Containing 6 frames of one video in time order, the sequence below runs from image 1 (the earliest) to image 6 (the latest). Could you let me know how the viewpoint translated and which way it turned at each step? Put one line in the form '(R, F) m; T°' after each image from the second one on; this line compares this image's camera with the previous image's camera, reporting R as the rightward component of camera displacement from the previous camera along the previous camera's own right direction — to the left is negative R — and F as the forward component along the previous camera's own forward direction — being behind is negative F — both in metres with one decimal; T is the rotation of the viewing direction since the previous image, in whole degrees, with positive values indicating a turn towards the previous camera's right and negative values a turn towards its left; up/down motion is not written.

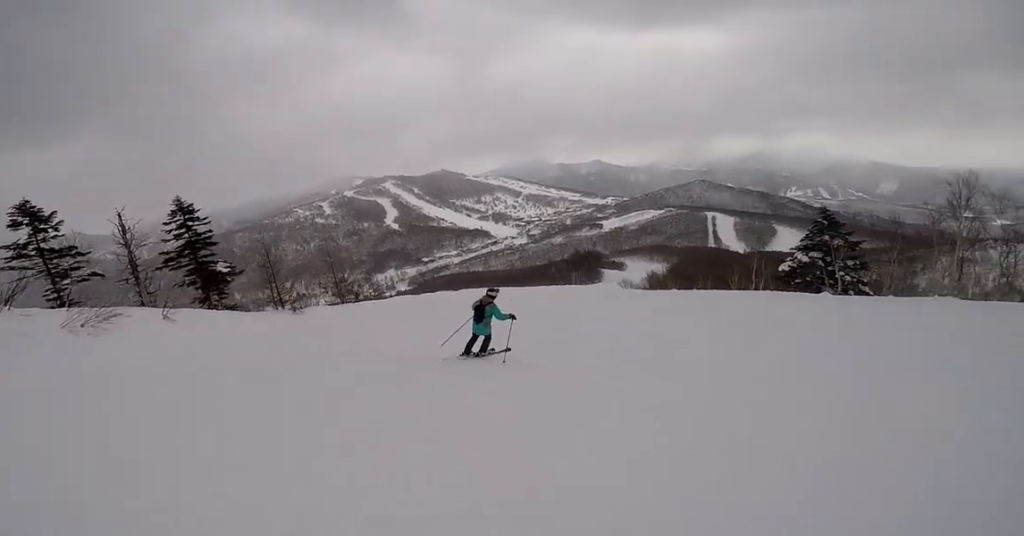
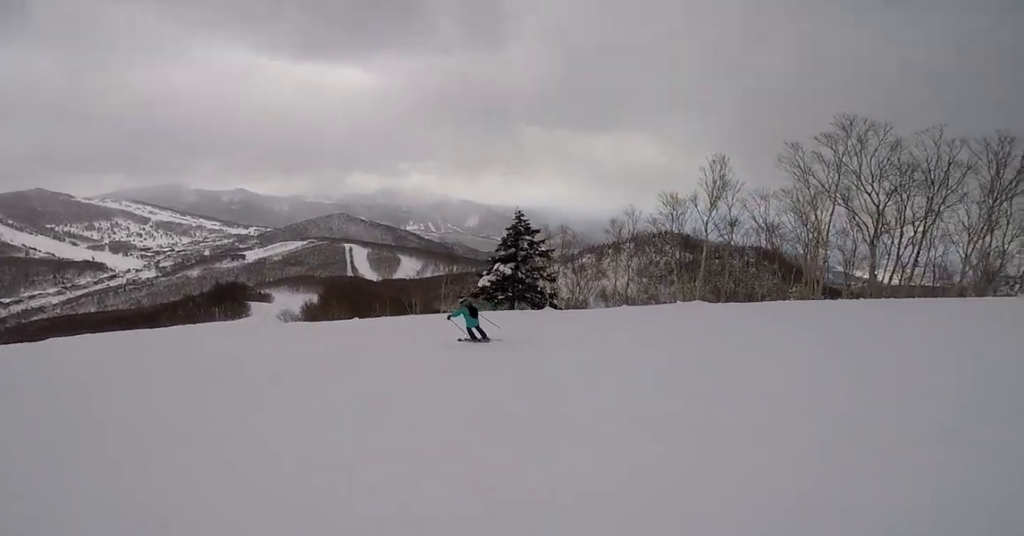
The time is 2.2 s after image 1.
(+7.6, +10.1) m; +47°
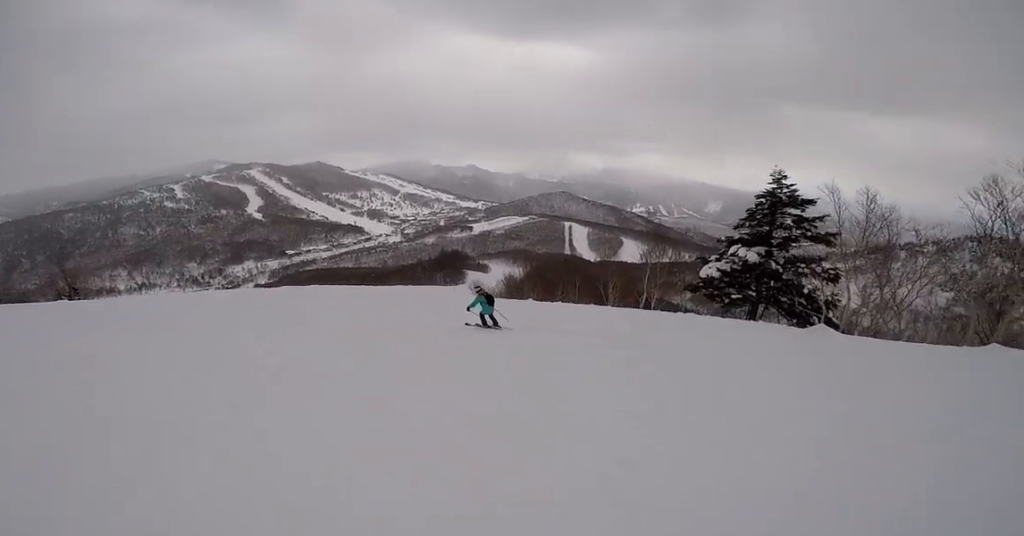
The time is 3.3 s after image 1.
(-0.5, +6.7) m; -26°
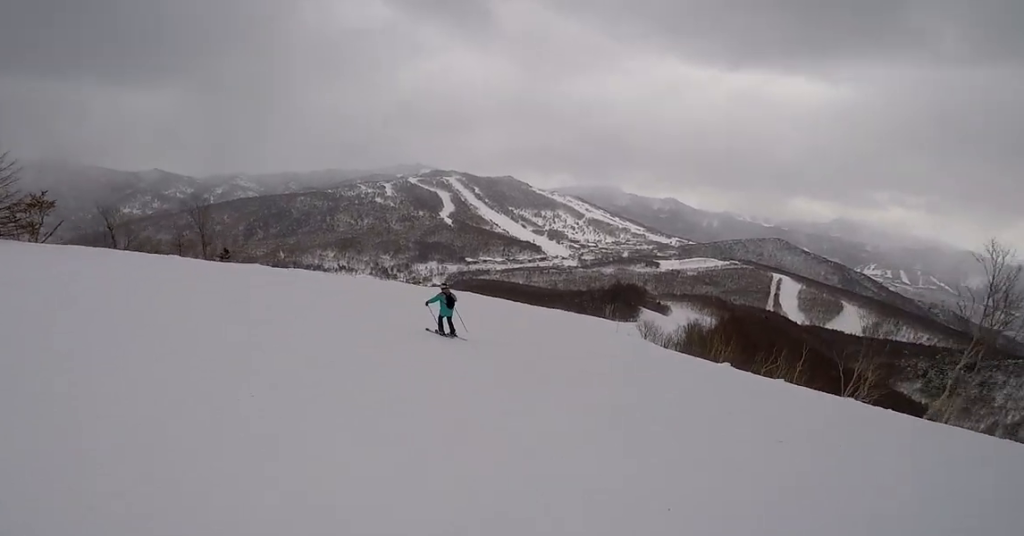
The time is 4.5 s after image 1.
(-2.6, +6.8) m; -32°
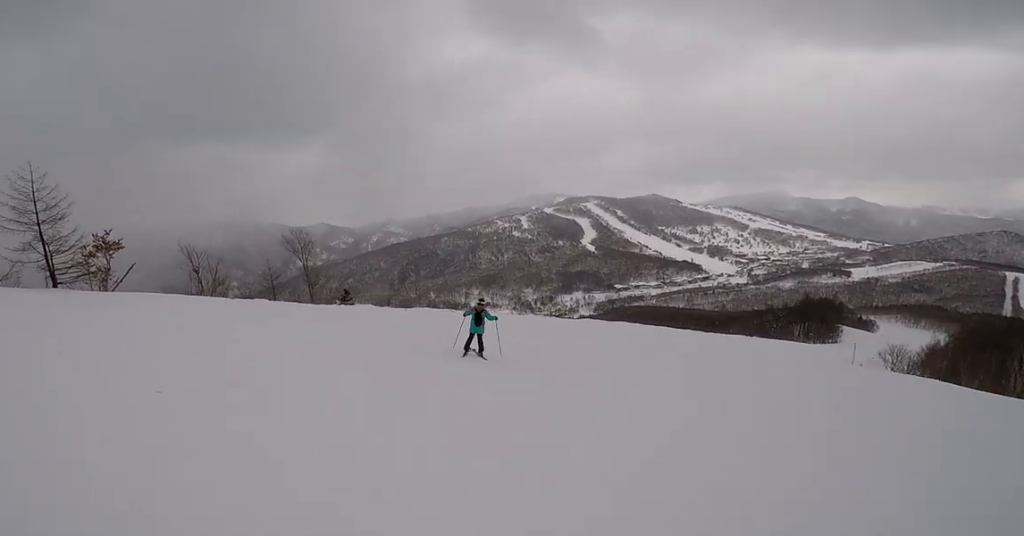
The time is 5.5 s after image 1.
(-1.1, +7.2) m; -15°
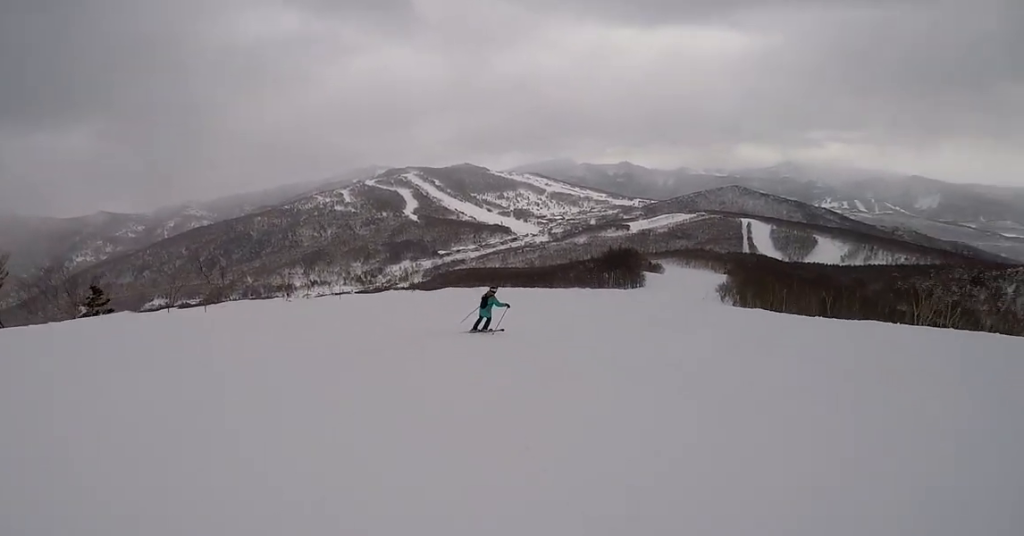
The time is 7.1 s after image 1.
(-0.1, +11.3) m; +20°
